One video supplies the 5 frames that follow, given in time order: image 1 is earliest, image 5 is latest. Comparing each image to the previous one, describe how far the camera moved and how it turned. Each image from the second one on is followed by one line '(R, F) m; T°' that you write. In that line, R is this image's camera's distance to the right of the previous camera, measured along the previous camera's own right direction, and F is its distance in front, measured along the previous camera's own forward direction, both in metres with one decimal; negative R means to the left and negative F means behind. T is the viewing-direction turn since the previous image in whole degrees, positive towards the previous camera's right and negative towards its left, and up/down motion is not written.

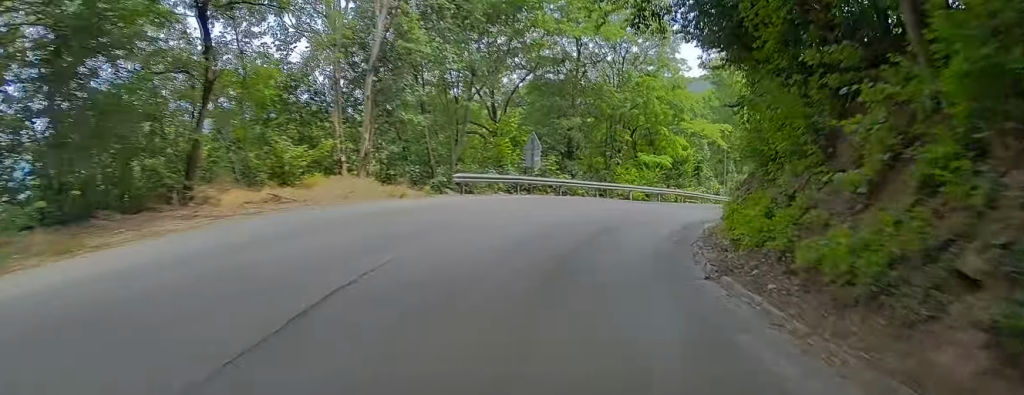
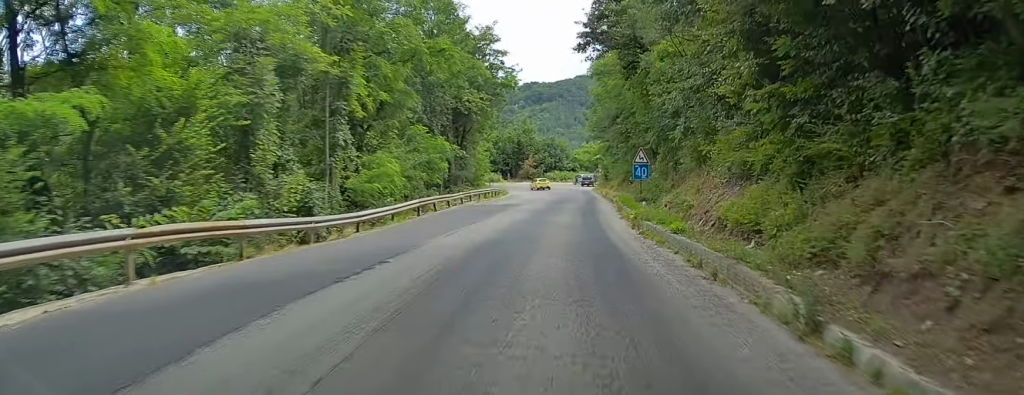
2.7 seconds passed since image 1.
(+7.2, +43.8) m; +16°
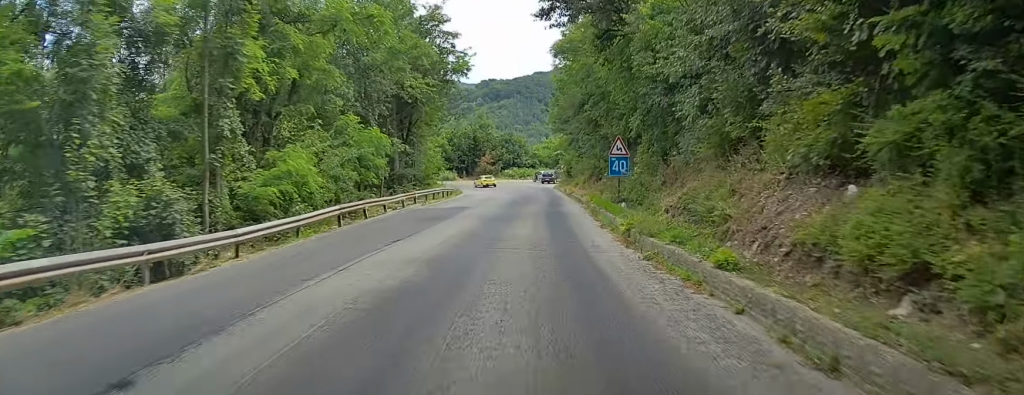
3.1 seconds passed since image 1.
(+0.2, +7.3) m; +1°
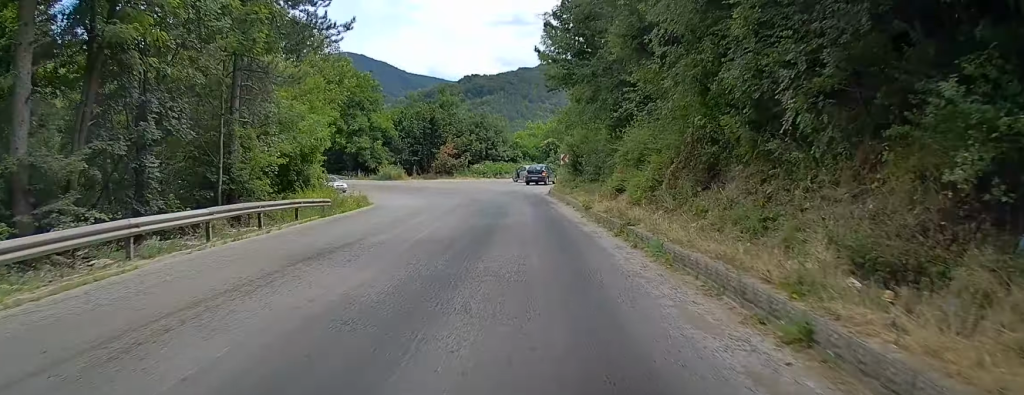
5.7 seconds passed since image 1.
(+1.0, +36.9) m; +3°
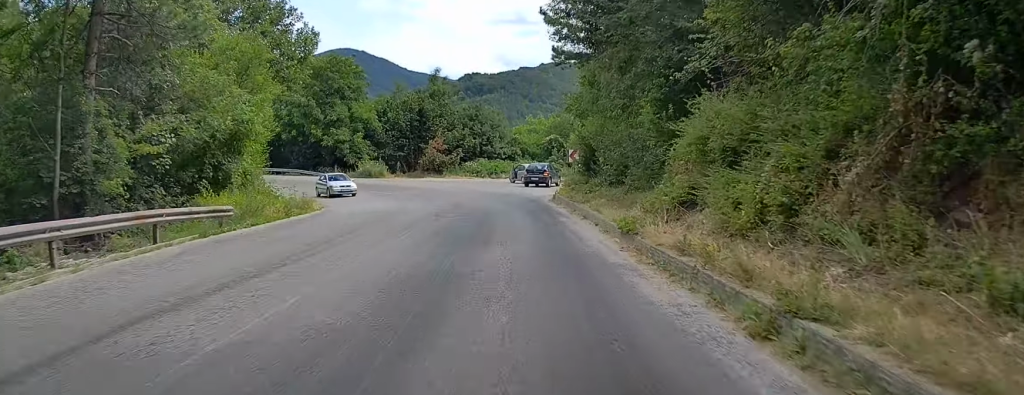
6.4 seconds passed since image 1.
(0.0, +9.6) m; -1°
